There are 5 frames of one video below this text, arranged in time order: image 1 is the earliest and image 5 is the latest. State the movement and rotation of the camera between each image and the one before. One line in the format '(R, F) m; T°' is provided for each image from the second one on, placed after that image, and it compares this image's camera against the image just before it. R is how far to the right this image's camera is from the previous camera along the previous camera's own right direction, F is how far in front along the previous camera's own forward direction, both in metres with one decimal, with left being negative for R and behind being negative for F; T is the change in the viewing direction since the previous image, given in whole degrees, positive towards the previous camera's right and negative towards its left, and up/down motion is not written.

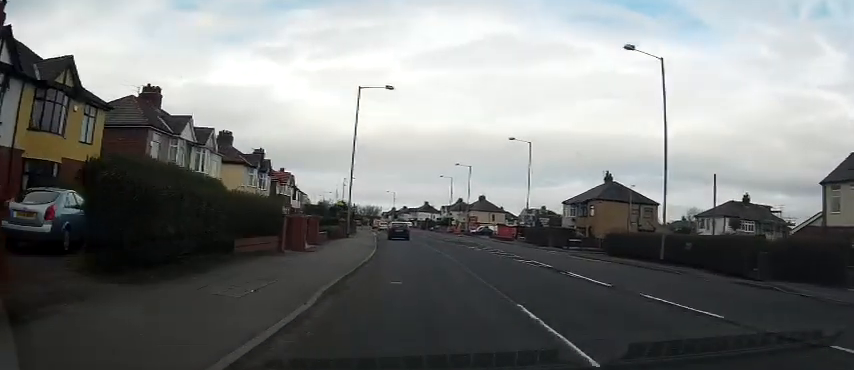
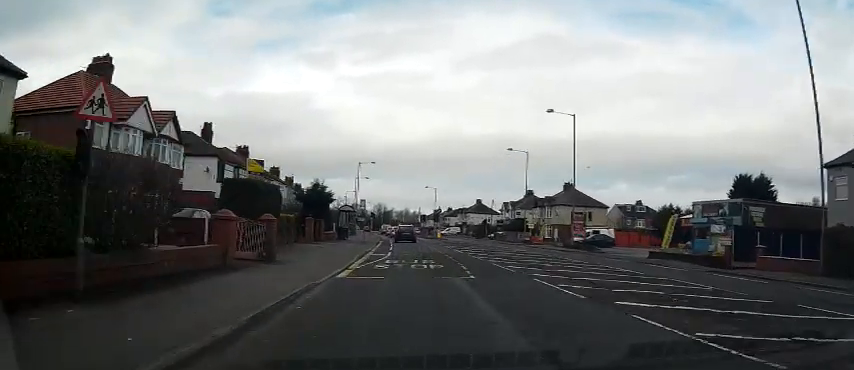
(-1.7, +44.2) m; -6°
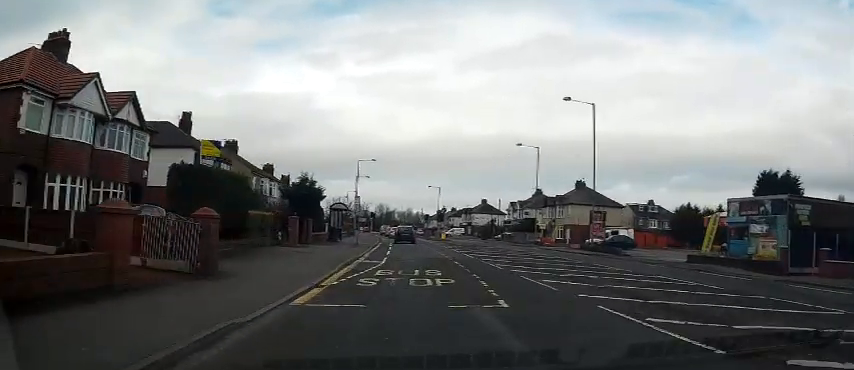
(0.0, +5.1) m; 0°
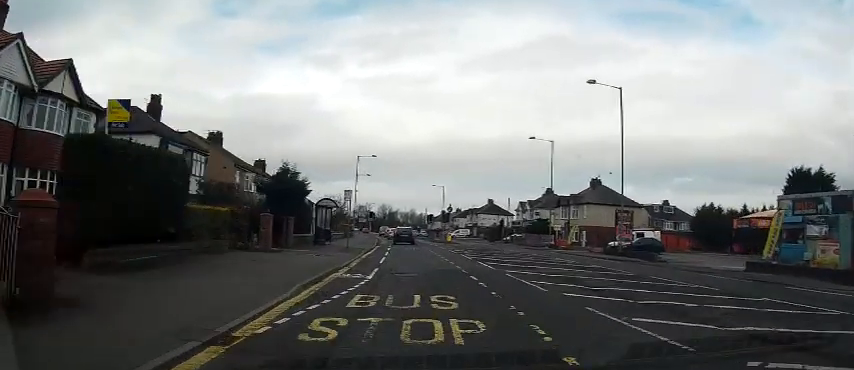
(-0.2, +5.5) m; 0°
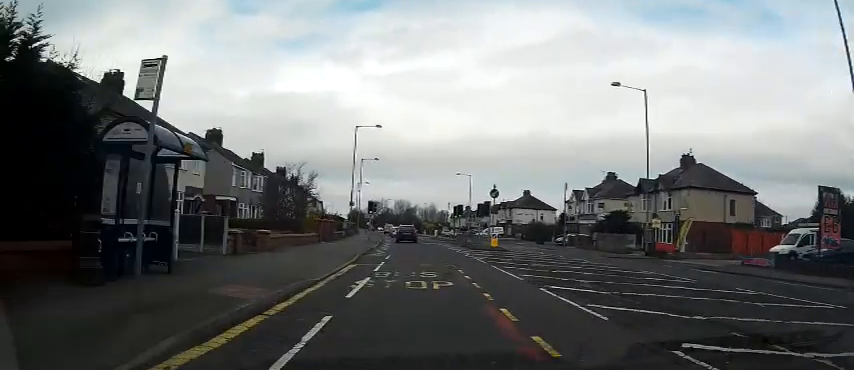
(+0.1, +21.9) m; -1°
